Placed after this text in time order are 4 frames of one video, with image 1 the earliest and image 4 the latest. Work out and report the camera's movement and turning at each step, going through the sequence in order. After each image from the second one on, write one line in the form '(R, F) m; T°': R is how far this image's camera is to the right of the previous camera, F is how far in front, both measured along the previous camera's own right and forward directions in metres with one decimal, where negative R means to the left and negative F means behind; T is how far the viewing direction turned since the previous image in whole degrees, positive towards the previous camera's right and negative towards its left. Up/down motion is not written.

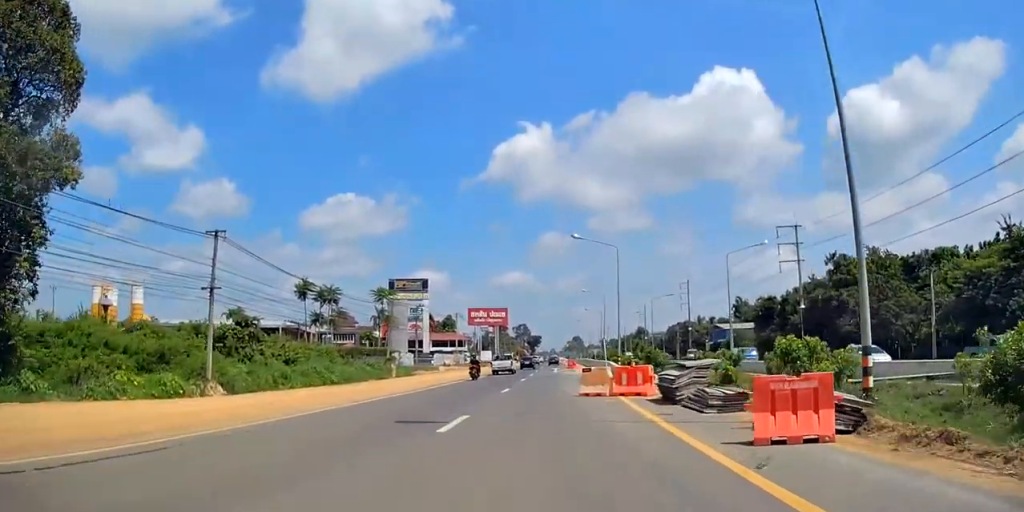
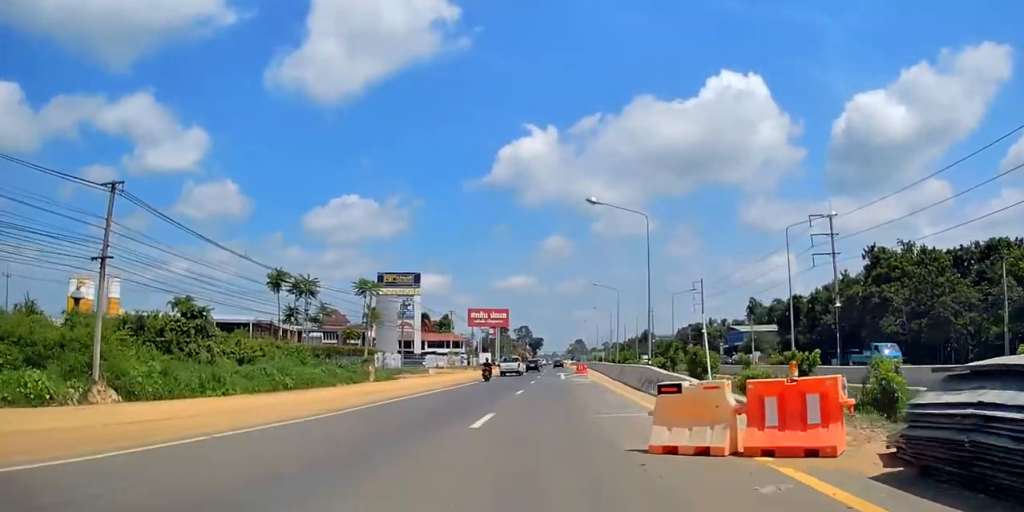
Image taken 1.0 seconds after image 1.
(-0.4, +11.6) m; -2°
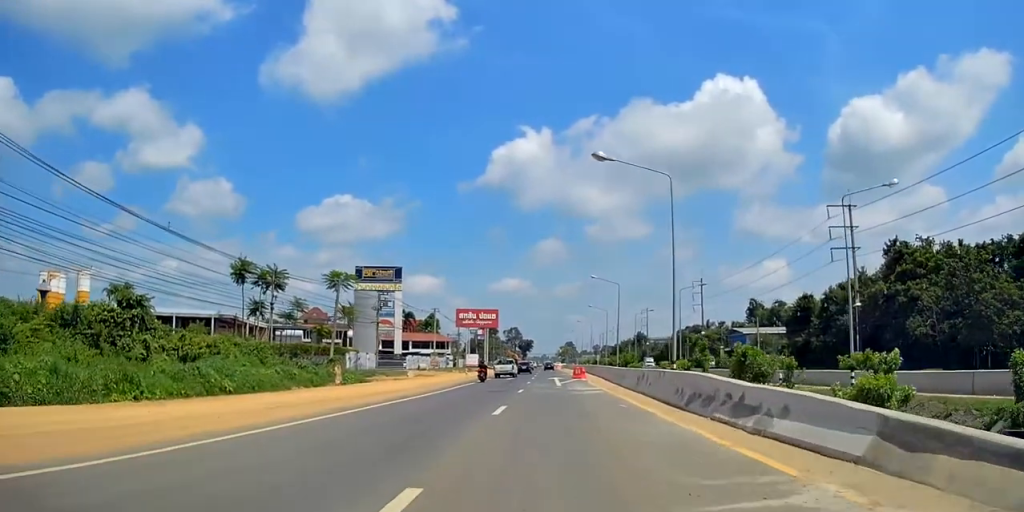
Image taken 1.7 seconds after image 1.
(-0.1, +8.9) m; 0°
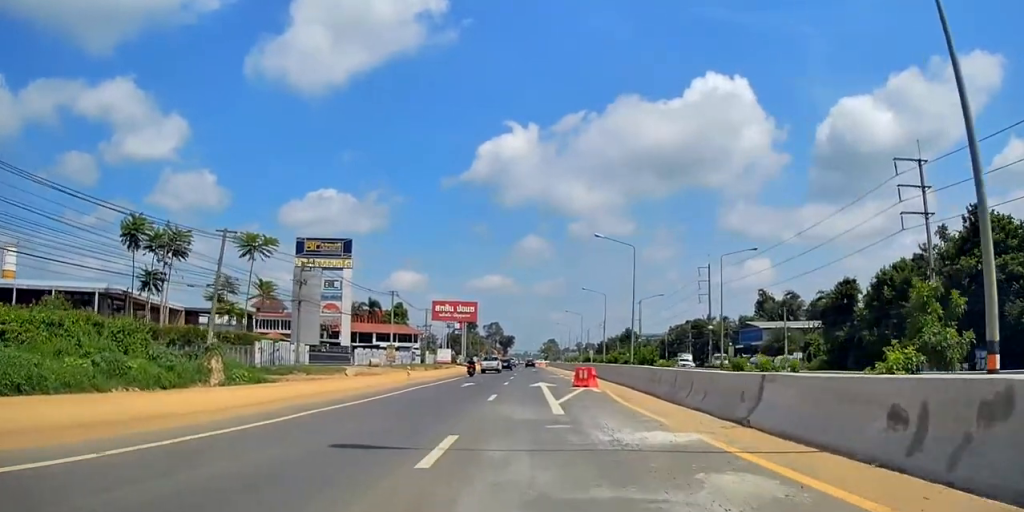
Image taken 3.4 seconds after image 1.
(+0.2, +20.1) m; -1°
